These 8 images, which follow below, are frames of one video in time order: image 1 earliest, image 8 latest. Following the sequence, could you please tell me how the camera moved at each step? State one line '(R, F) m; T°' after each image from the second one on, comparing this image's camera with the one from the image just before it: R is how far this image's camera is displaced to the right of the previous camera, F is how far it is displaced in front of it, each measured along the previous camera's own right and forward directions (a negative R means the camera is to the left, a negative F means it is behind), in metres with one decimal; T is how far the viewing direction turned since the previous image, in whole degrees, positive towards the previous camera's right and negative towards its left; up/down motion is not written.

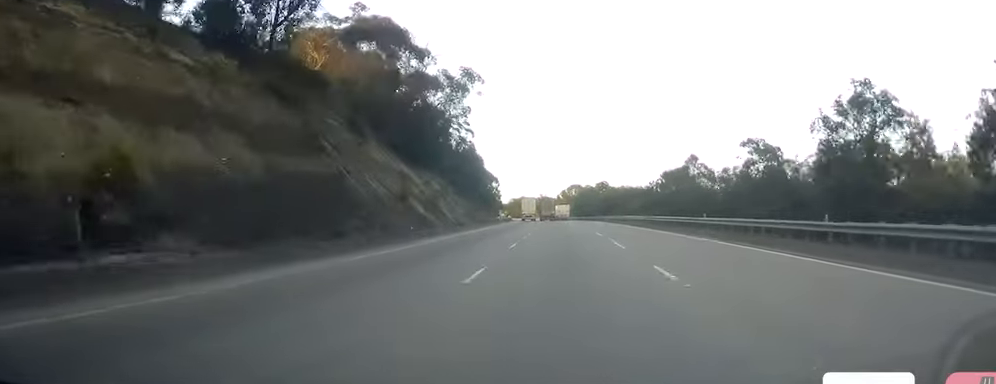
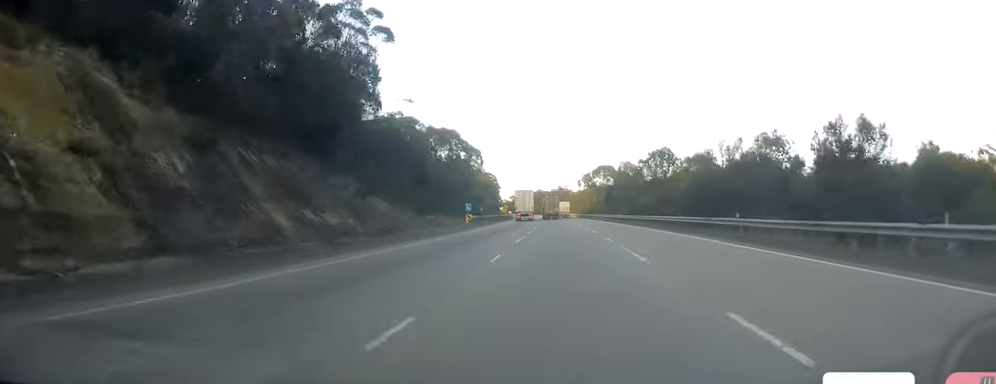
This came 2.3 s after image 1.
(-0.8, +68.3) m; -2°
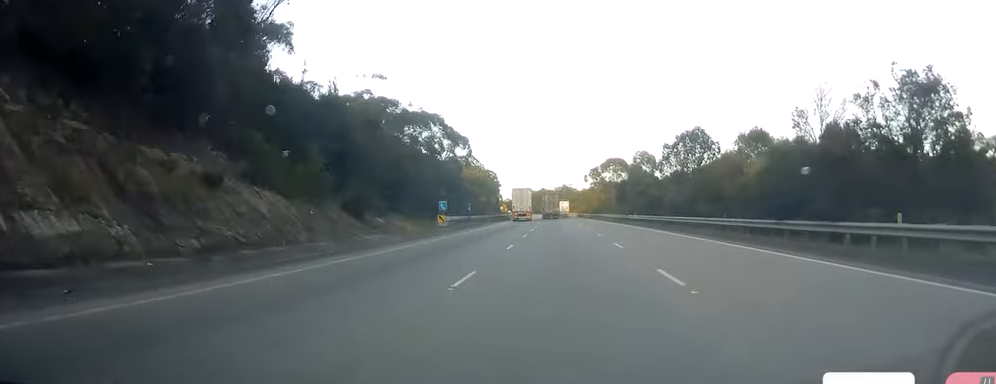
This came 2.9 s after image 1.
(-0.1, +17.6) m; 0°
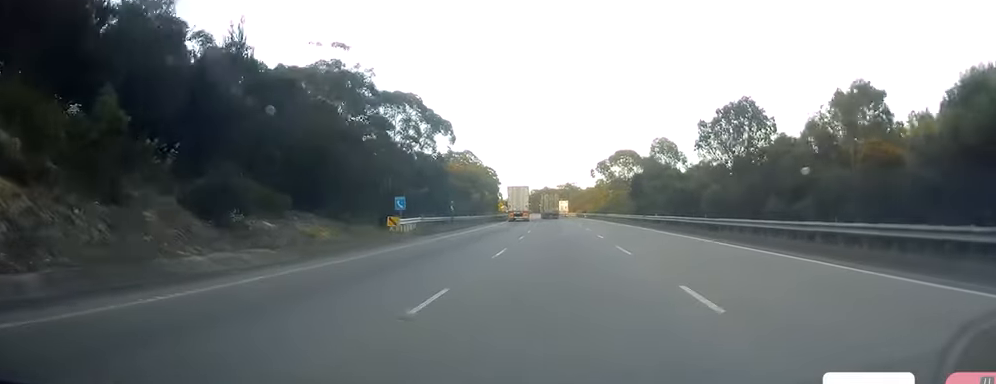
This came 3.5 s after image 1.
(+0.1, +15.6) m; 0°
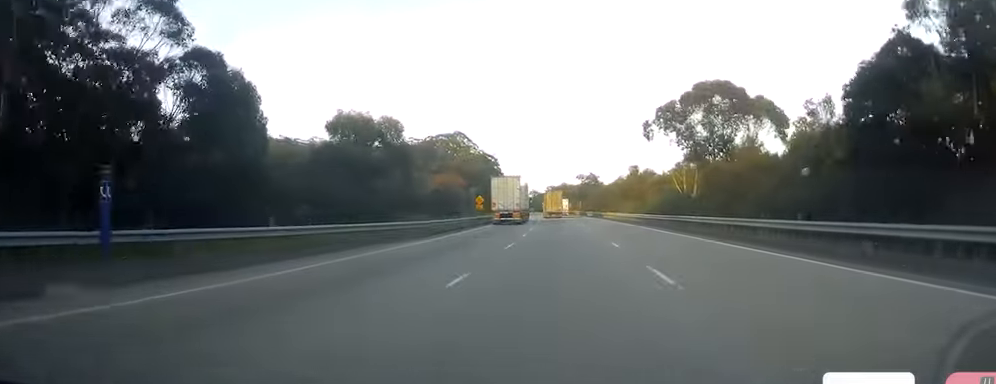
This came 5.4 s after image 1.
(-0.9, +56.4) m; -1°
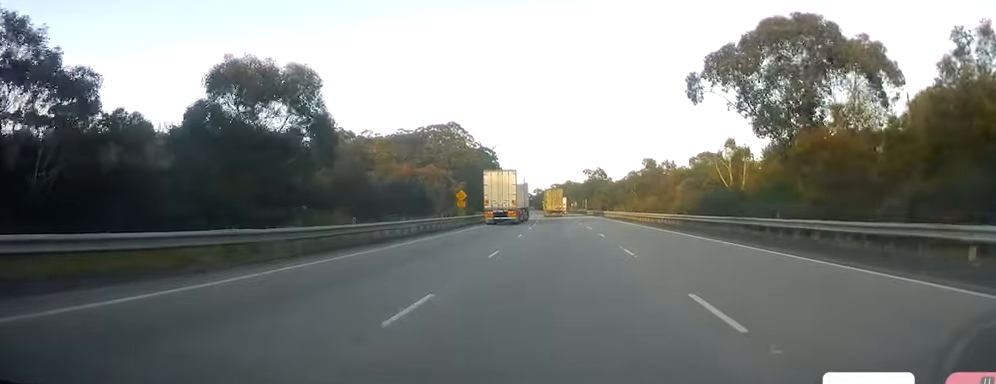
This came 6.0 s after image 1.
(0.0, +17.4) m; 0°
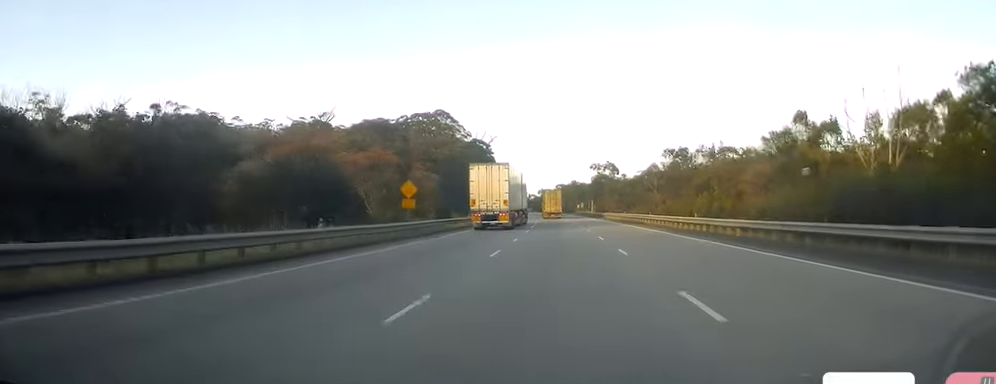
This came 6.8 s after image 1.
(+0.3, +23.2) m; 0°
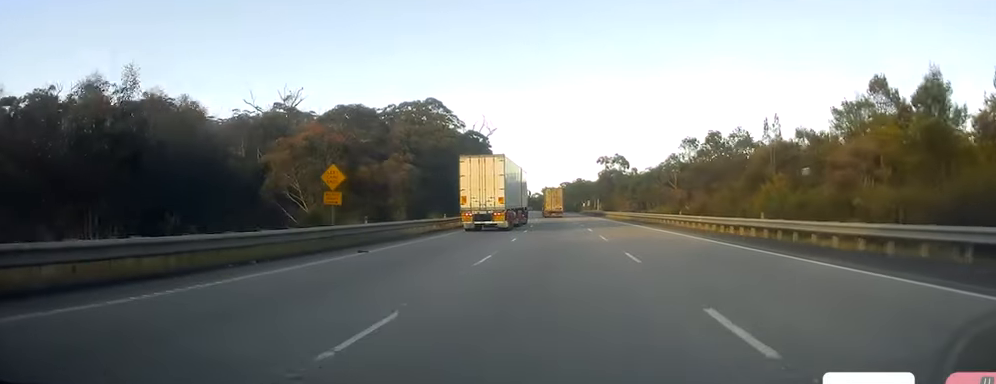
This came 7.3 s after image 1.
(-0.3, +14.5) m; -1°
